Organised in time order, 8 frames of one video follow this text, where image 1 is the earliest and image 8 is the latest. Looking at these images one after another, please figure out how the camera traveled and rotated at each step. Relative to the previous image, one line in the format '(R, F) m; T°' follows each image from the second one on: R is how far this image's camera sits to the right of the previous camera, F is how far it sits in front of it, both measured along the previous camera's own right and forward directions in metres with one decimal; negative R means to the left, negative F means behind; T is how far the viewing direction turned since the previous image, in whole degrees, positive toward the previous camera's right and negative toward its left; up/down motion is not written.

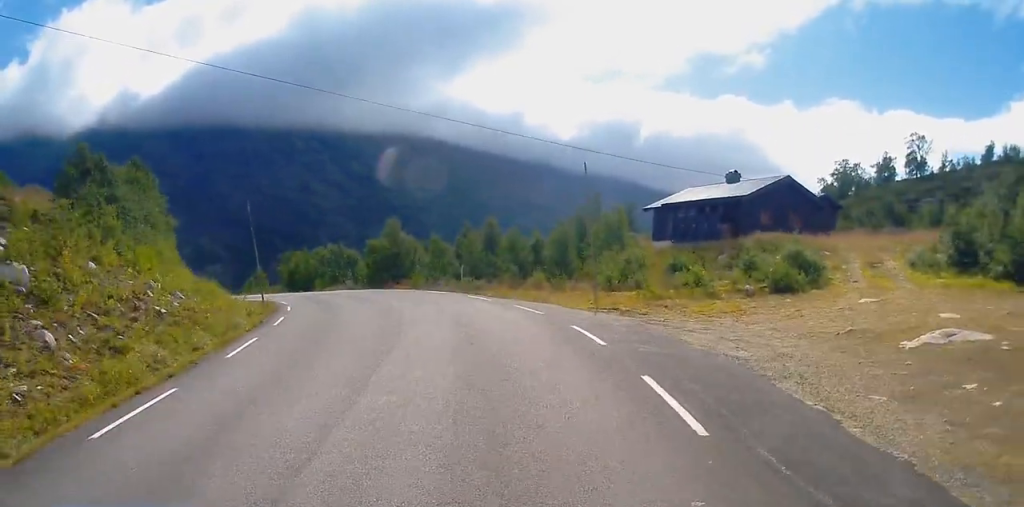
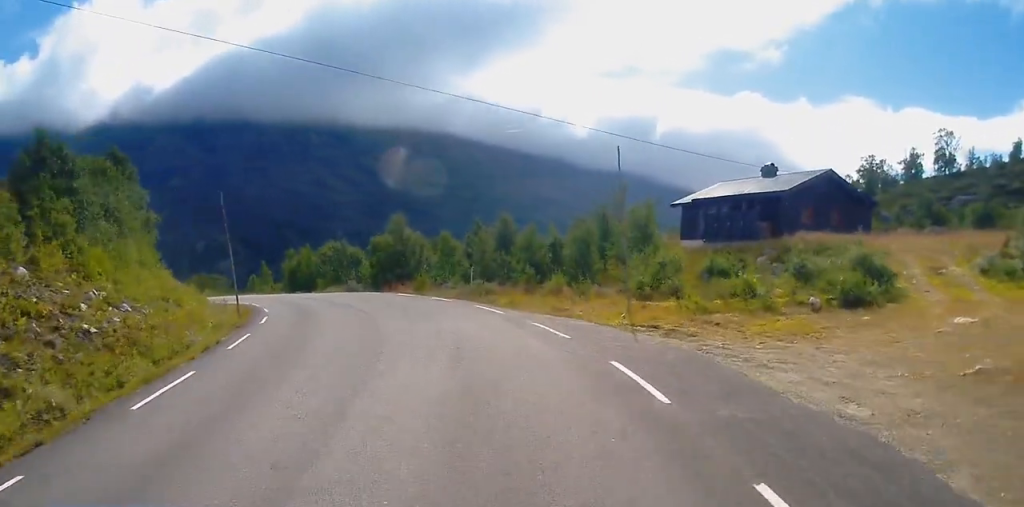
(+0.1, +4.5) m; -1°
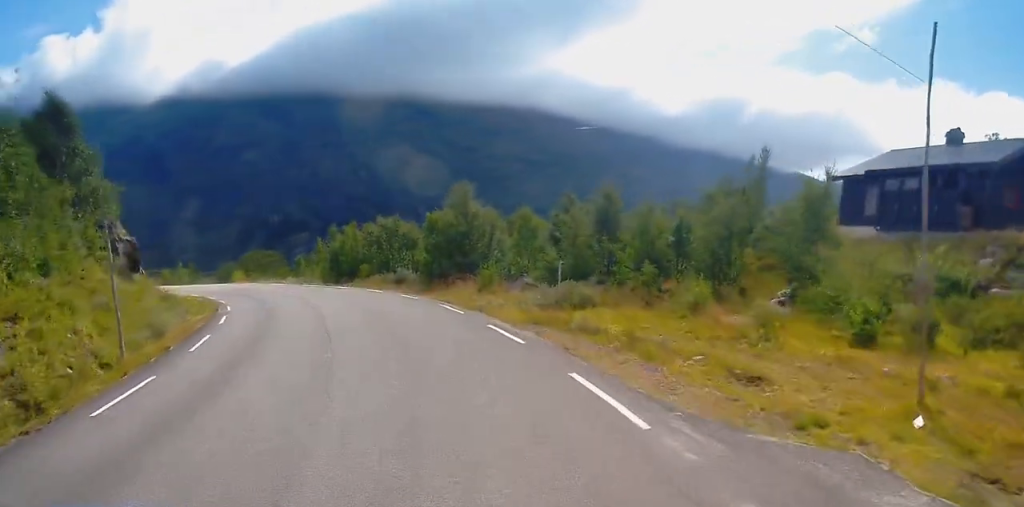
(-0.6, +13.2) m; -8°
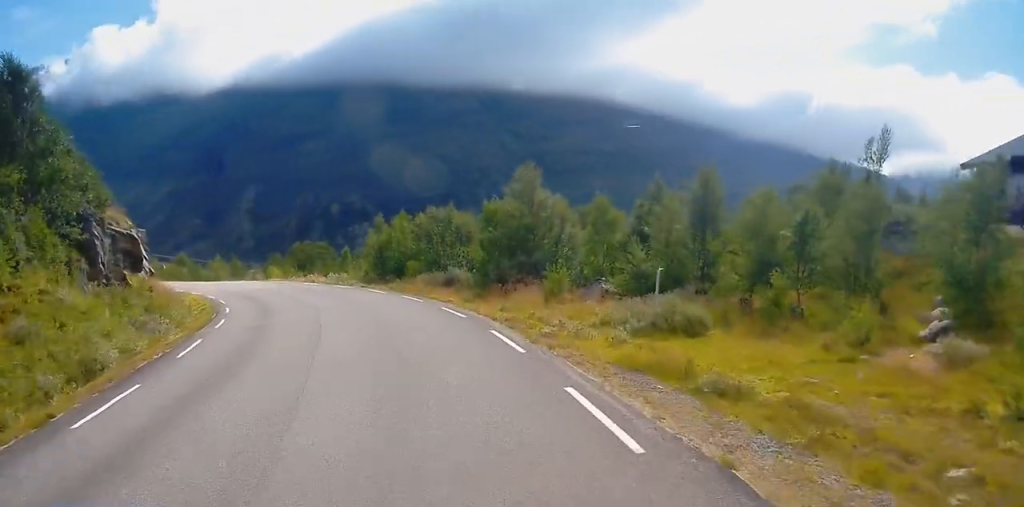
(-0.6, +6.8) m; -3°
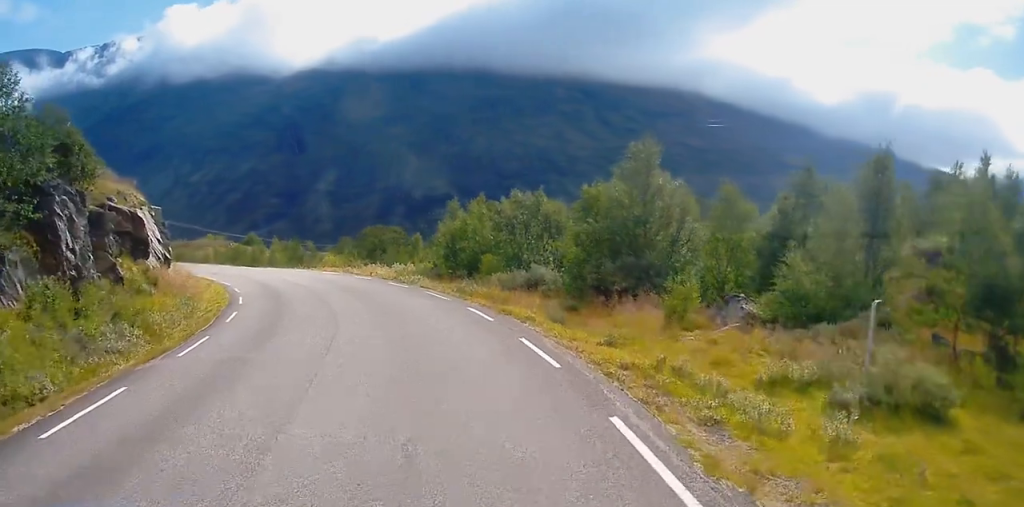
(-0.2, +7.6) m; -8°
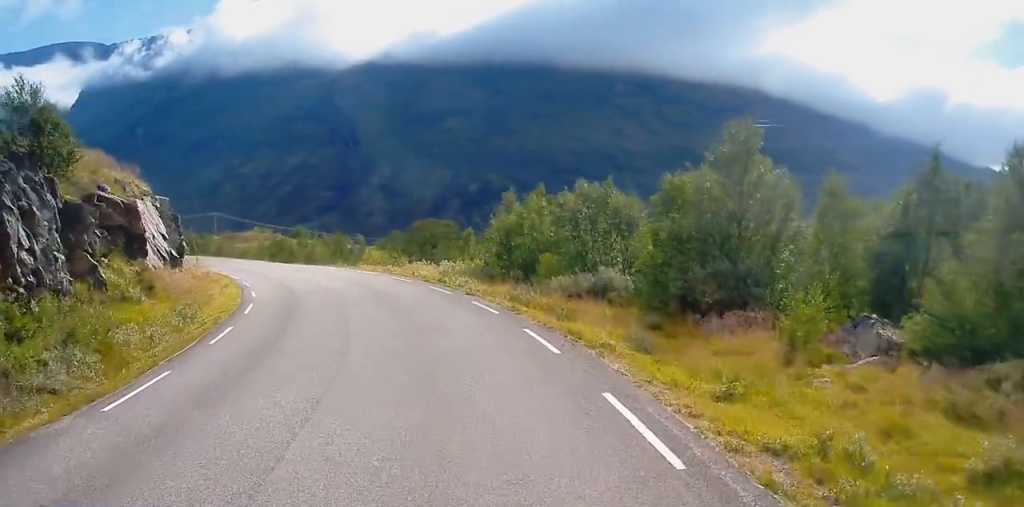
(+0.5, +4.8) m; -7°
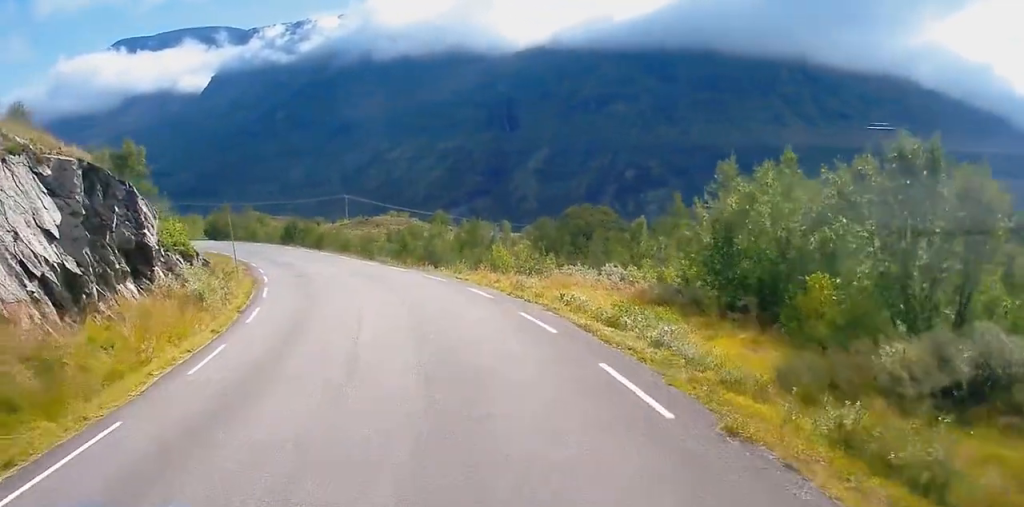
(-3.8, +16.1) m; -14°
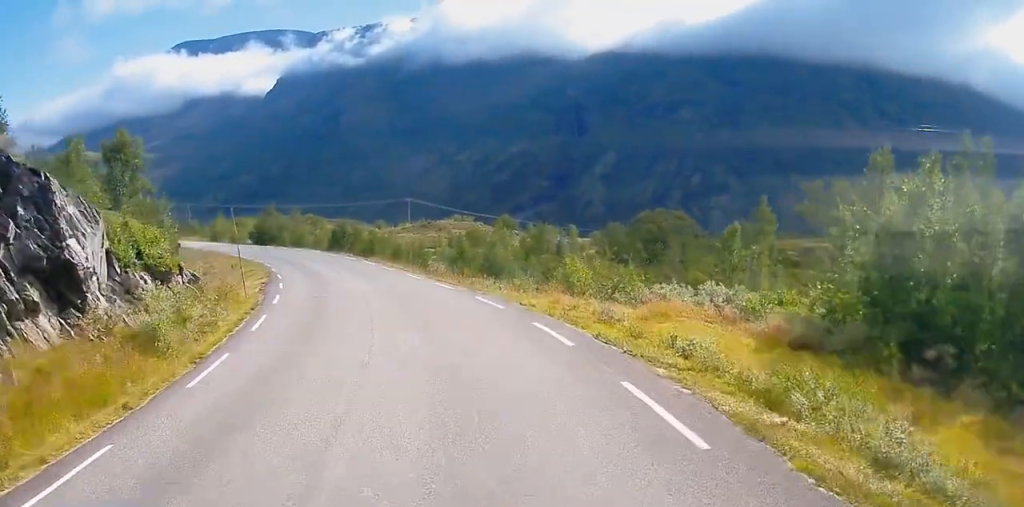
(0.0, +7.0) m; 0°
